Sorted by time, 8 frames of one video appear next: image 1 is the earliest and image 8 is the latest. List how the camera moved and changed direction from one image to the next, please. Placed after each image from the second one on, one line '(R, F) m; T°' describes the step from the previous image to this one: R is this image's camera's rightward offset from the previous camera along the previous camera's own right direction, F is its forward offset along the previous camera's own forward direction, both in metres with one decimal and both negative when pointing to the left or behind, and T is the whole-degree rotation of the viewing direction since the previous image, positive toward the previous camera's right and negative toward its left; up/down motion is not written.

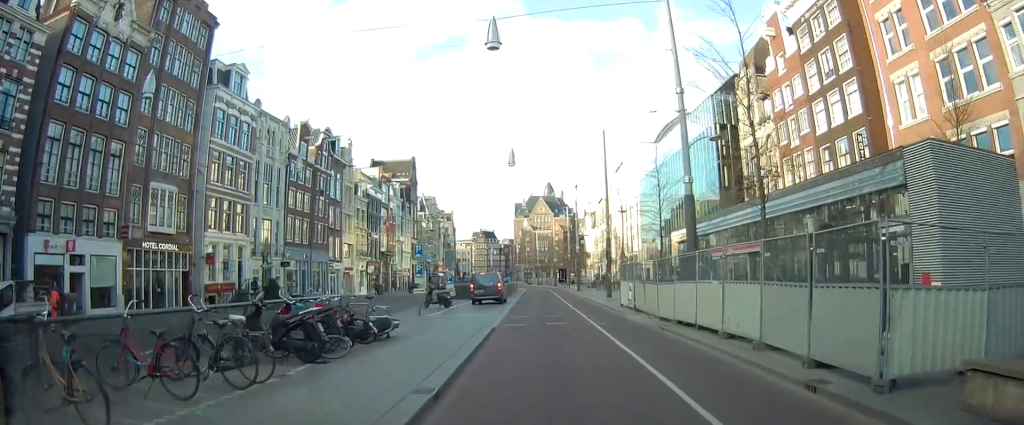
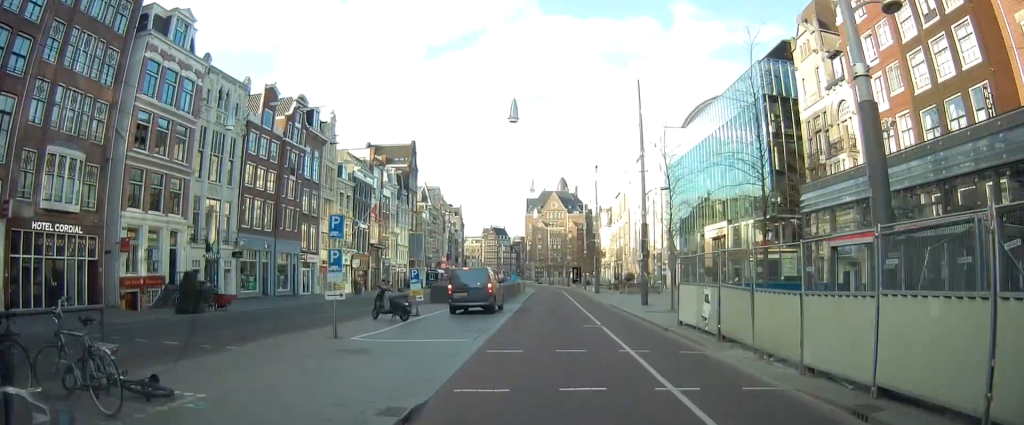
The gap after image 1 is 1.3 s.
(+0.1, +10.8) m; -1°
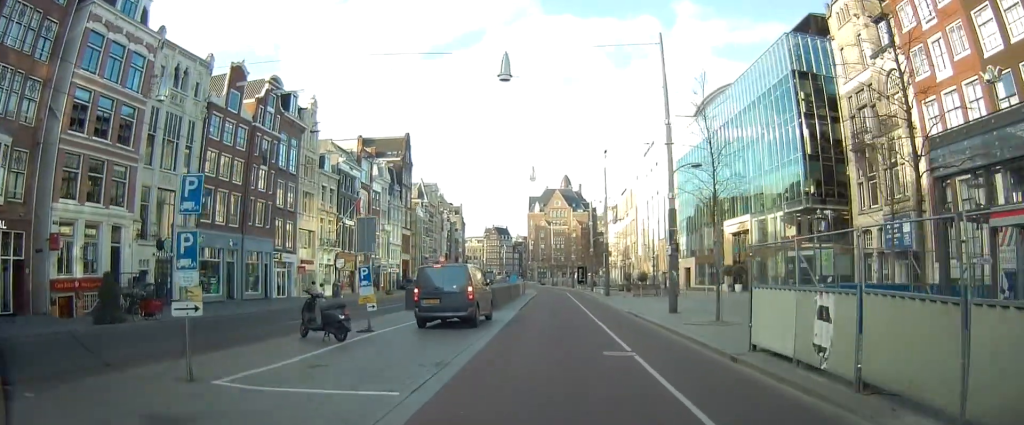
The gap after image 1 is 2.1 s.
(-0.1, +6.4) m; -1°
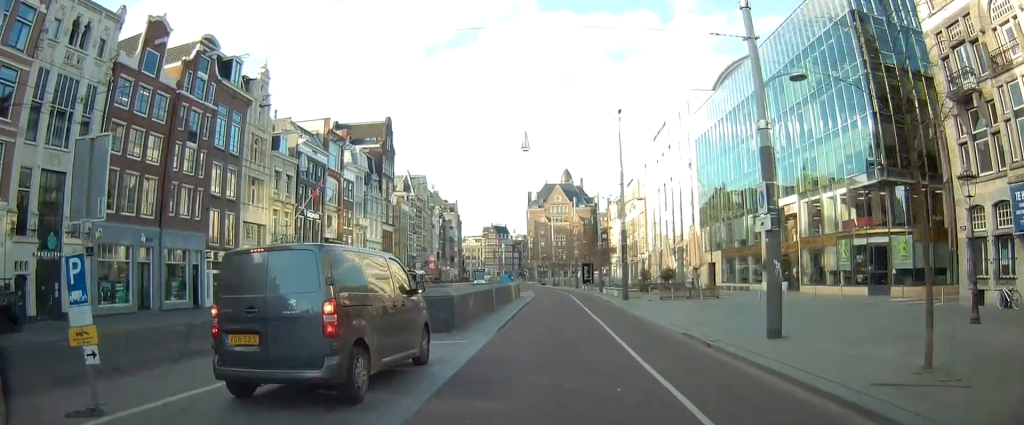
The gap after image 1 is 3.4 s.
(0.0, +11.6) m; 0°
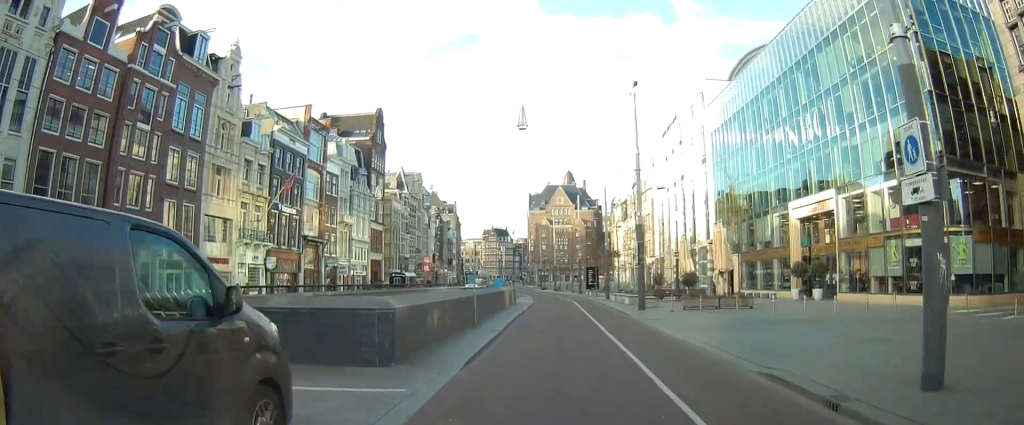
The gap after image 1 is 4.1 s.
(0.0, +6.1) m; 0°
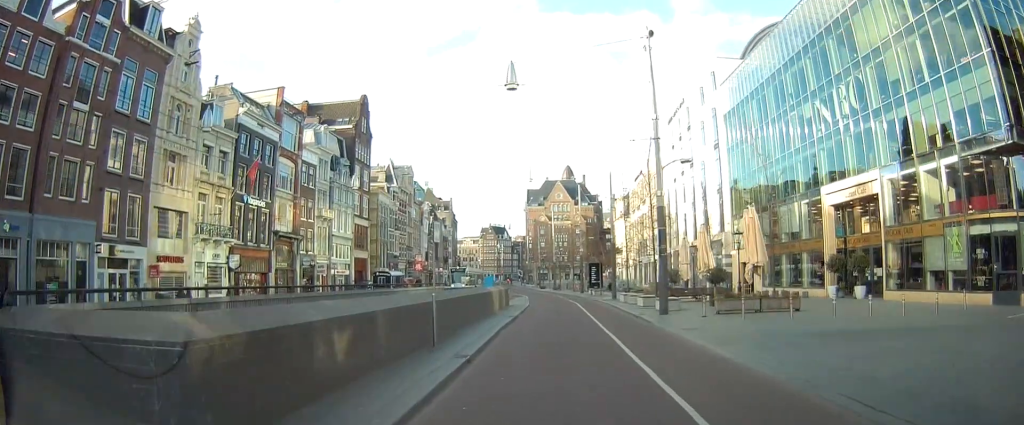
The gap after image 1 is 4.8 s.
(0.0, +6.5) m; 0°
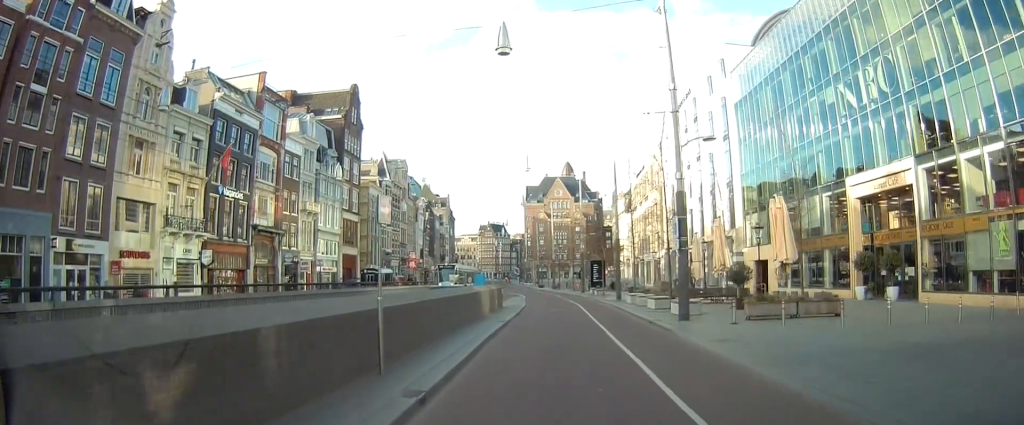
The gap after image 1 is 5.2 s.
(0.0, +4.0) m; 0°
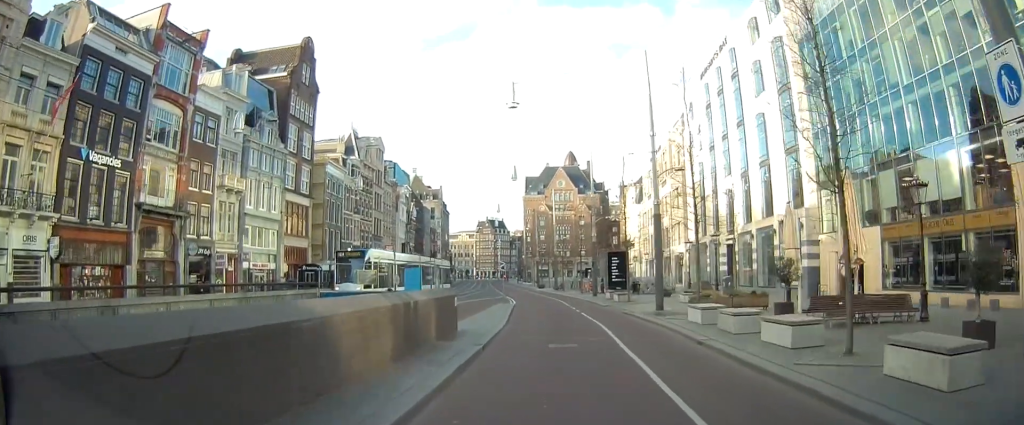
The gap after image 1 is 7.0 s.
(-0.2, +16.0) m; -2°
